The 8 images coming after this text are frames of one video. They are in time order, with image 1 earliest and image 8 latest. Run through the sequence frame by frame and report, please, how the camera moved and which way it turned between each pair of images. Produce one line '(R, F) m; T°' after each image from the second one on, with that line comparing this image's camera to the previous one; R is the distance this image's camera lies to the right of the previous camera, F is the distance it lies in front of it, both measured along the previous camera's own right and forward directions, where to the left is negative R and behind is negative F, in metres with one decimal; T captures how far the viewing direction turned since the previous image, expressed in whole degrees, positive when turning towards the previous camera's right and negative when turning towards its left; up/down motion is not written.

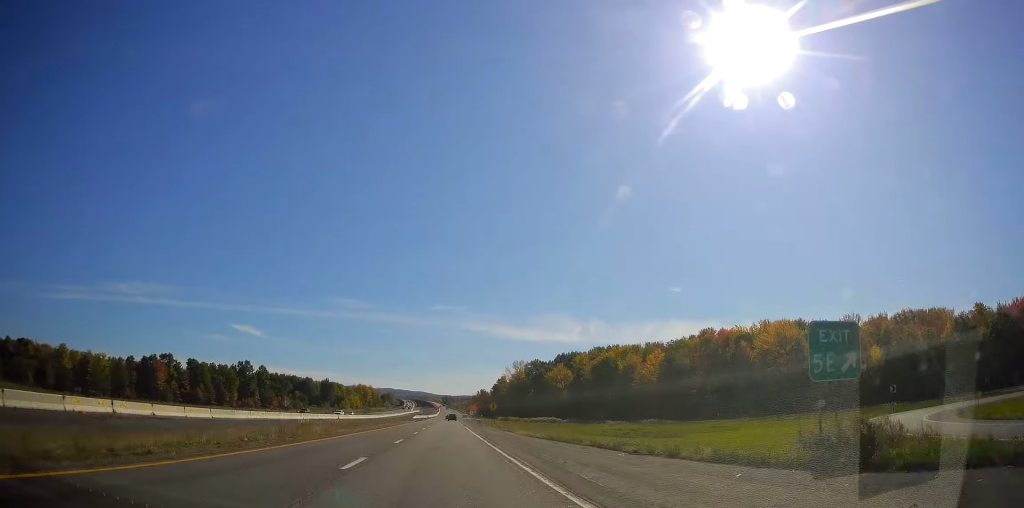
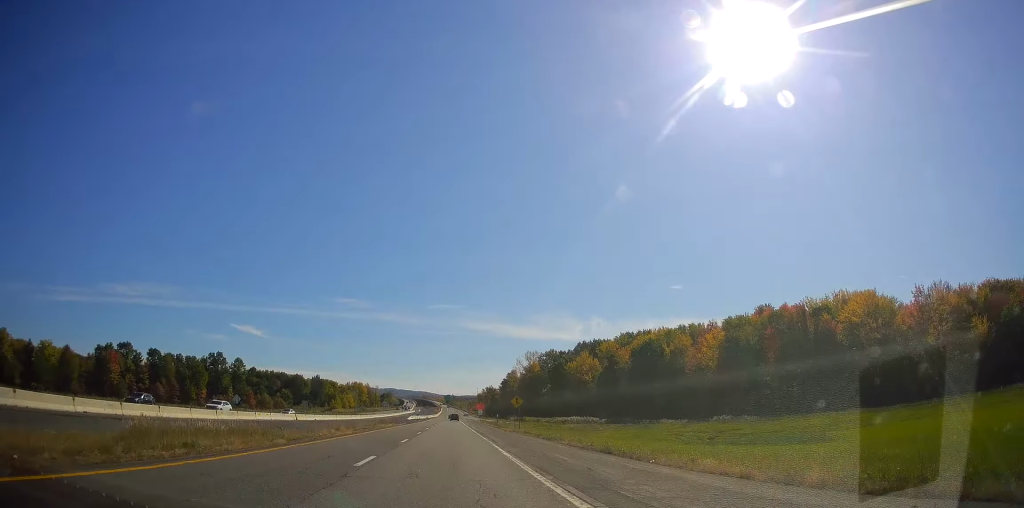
(+0.4, +35.7) m; +1°
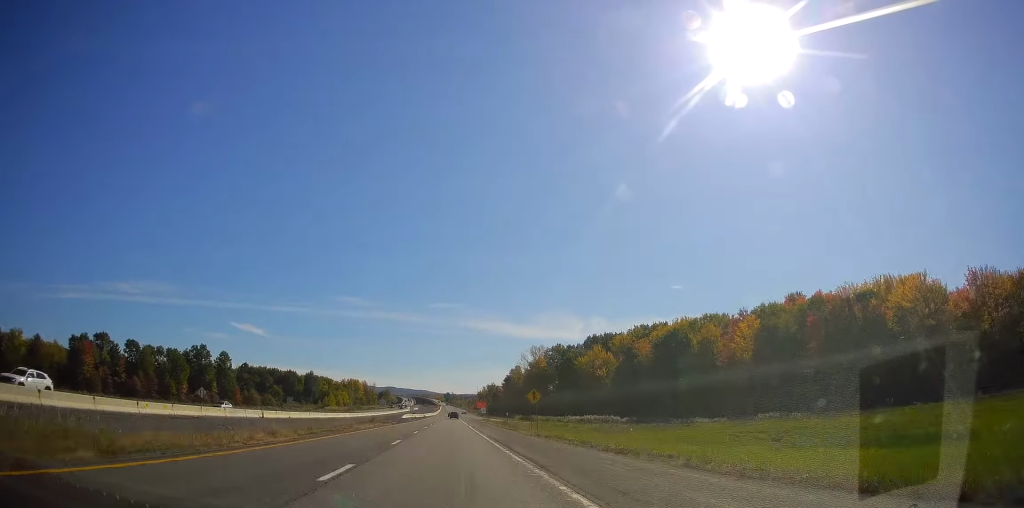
(0.0, +15.9) m; 0°
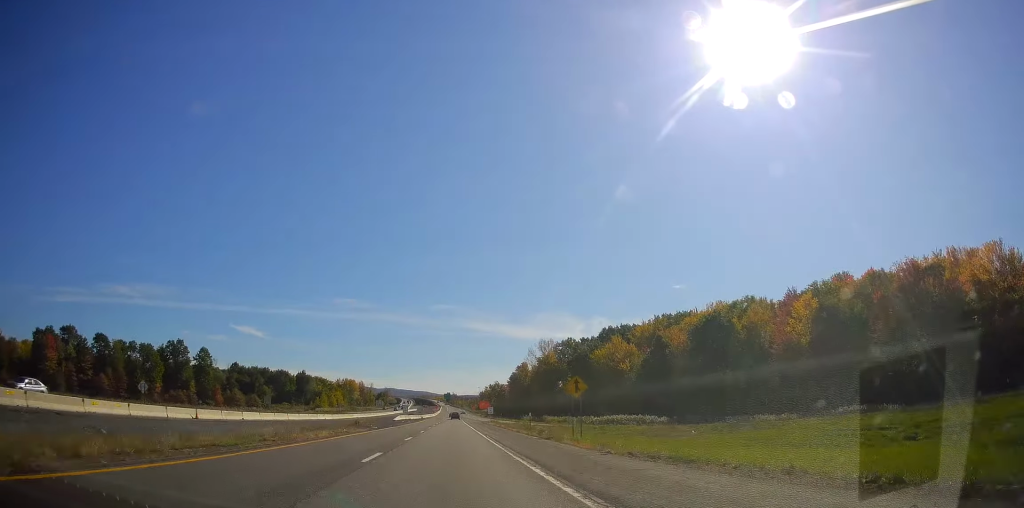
(0.0, +19.8) m; 0°
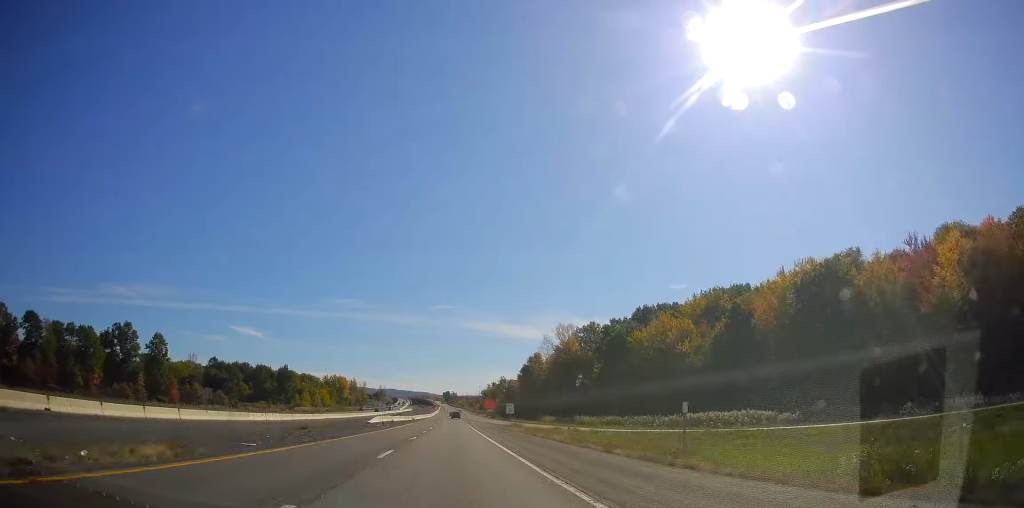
(0.0, +34.8) m; 0°
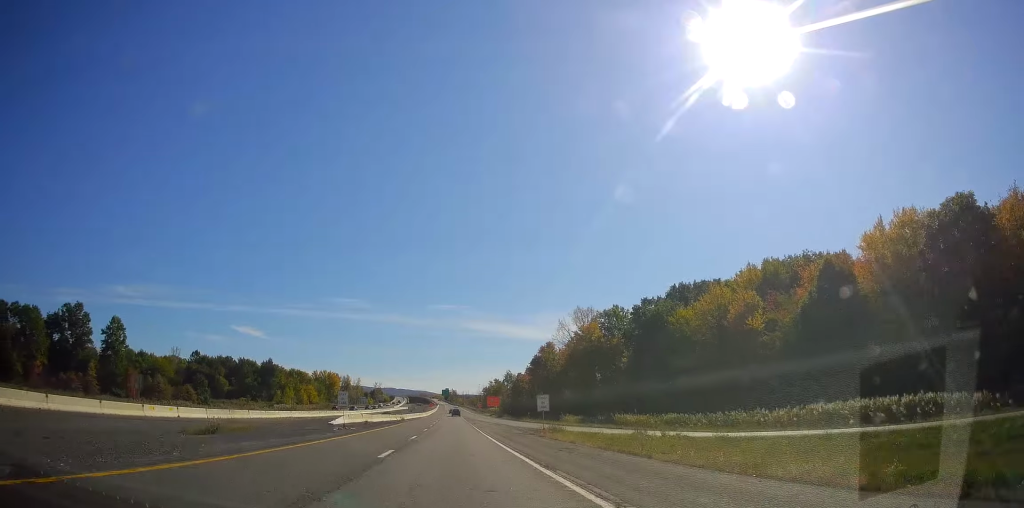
(0.0, +24.7) m; 0°
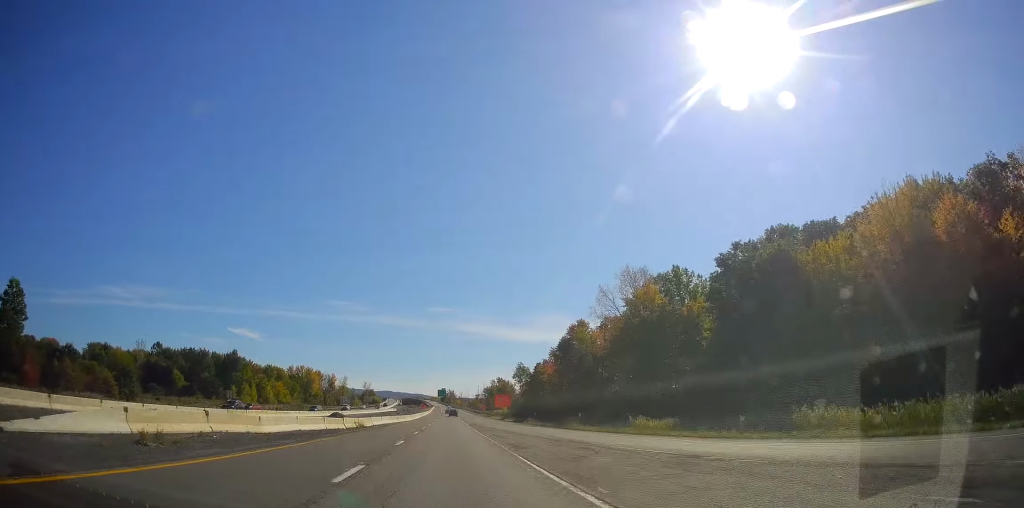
(+0.4, +42.5) m; +1°
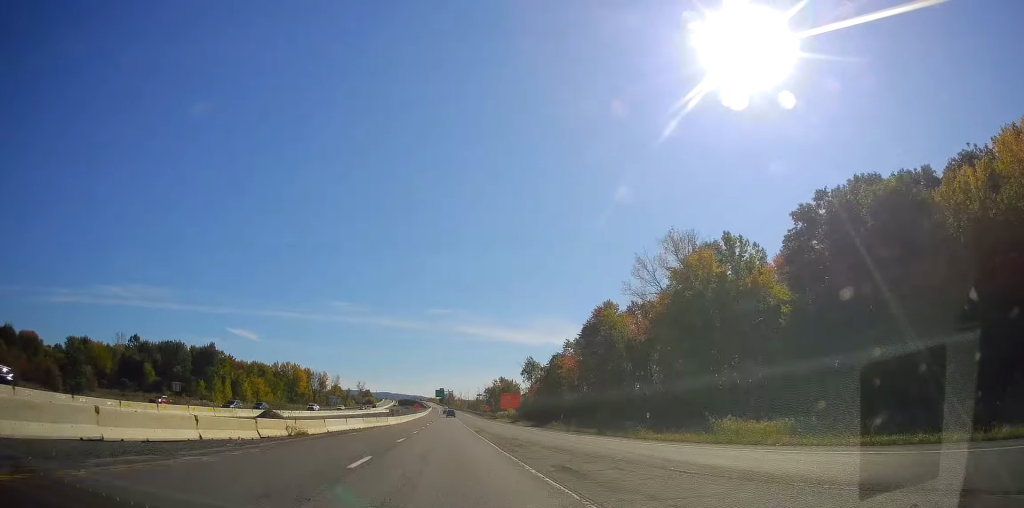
(+0.1, +21.5) m; 0°
